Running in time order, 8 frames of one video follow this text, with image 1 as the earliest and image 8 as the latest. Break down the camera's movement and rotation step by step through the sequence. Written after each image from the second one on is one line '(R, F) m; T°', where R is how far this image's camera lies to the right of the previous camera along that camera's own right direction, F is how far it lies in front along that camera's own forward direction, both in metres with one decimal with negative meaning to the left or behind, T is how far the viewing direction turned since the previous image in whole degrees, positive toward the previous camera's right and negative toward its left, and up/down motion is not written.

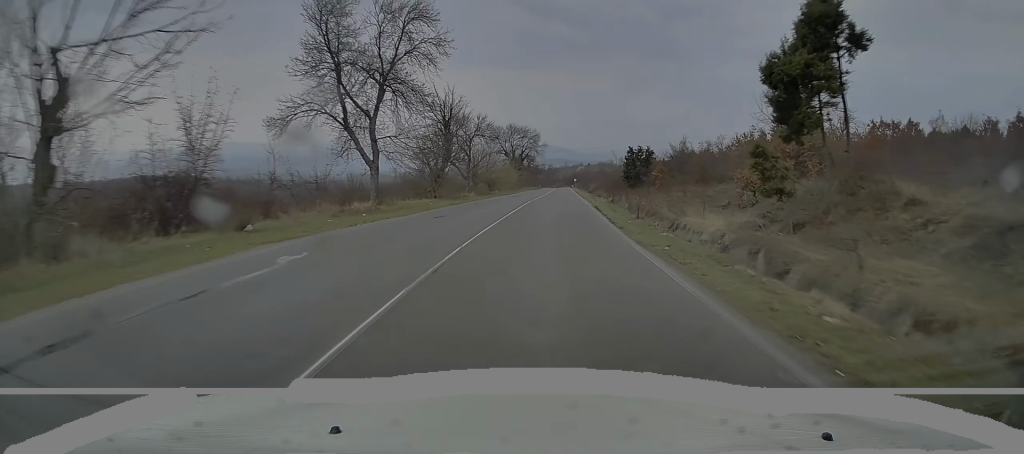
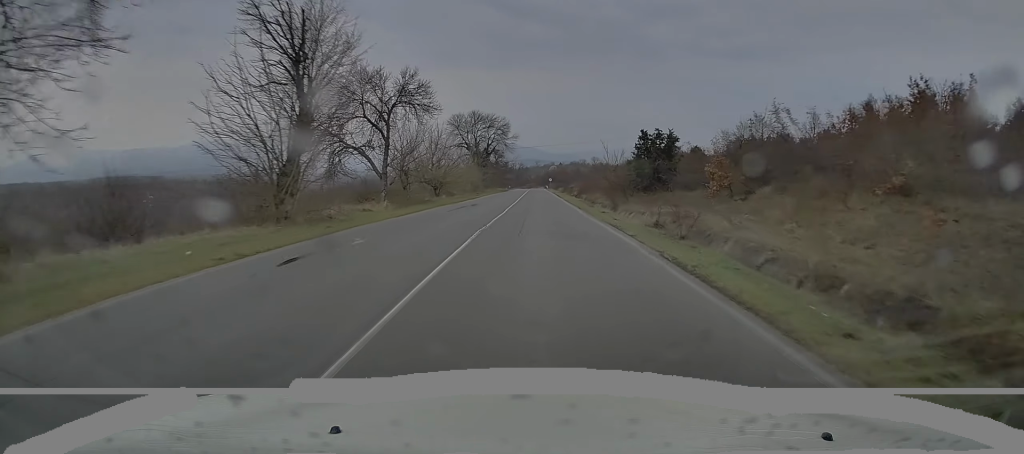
(+0.6, +21.9) m; +2°
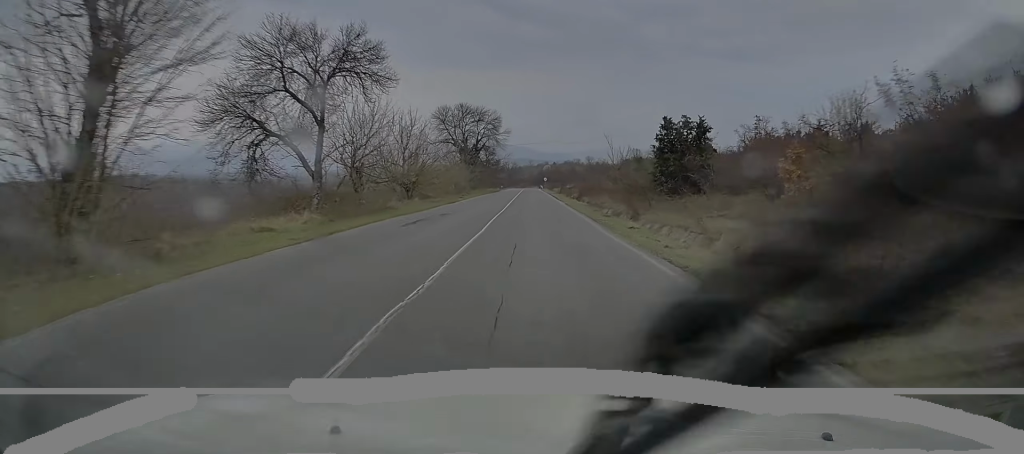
(0.0, +8.9) m; 0°
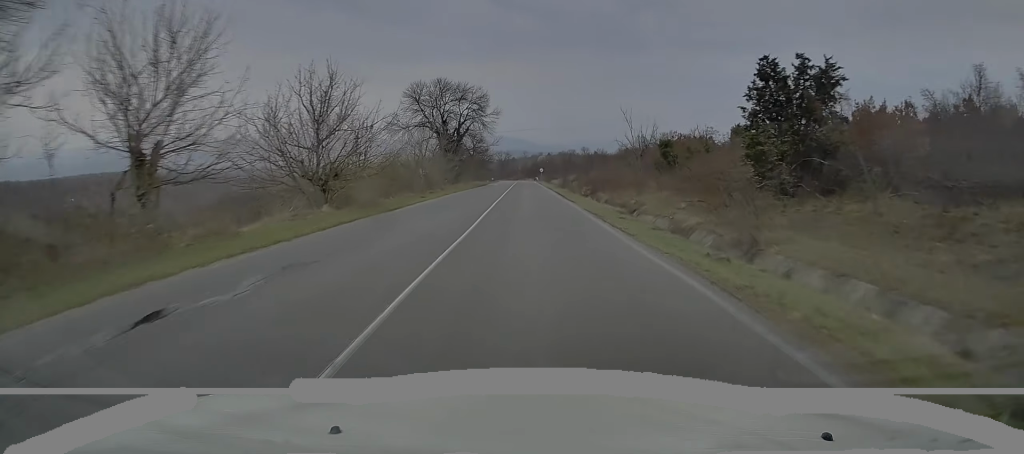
(0.0, +15.9) m; 0°
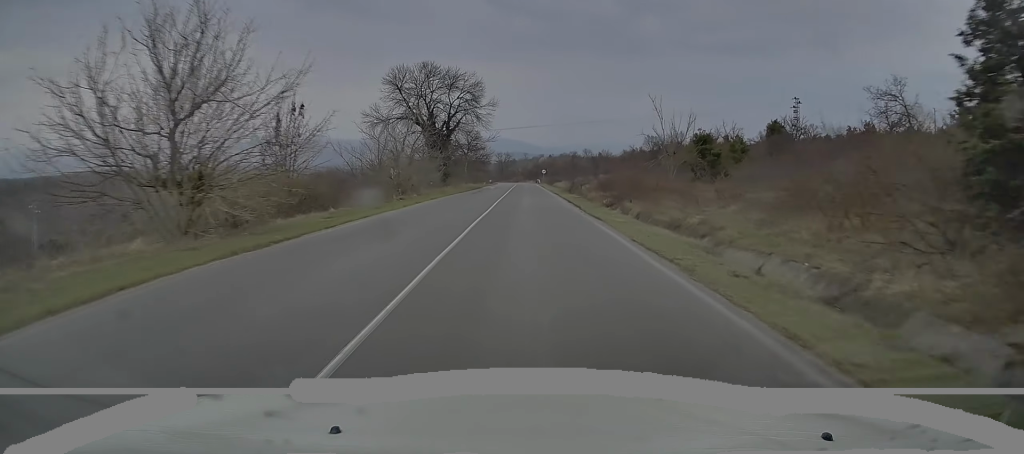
(0.0, +10.9) m; 0°
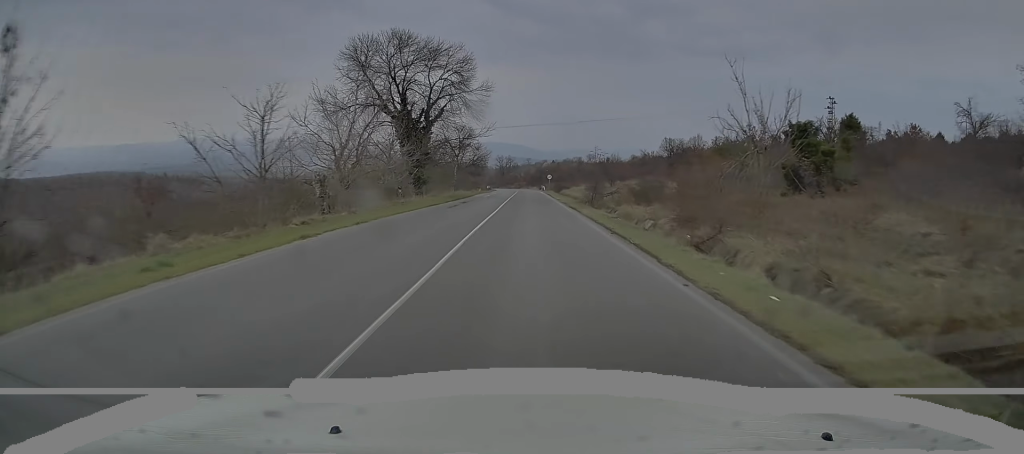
(0.0, +14.6) m; 0°
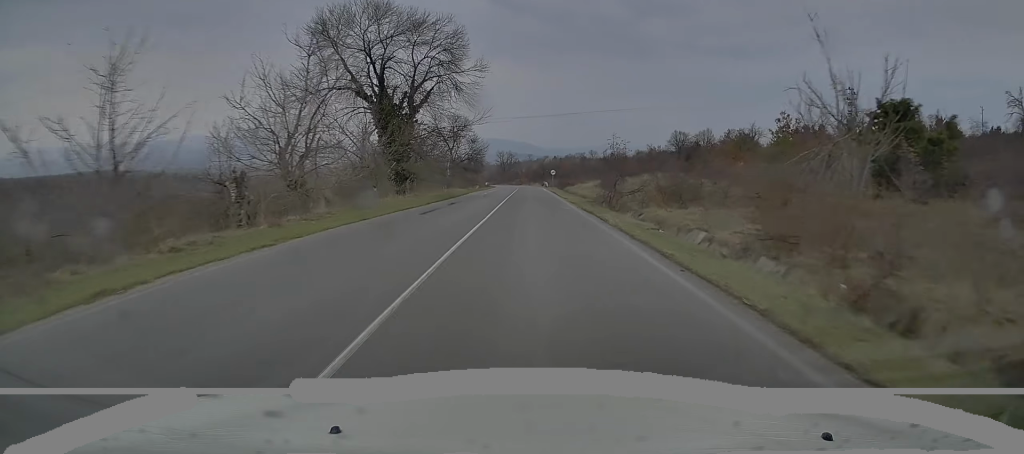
(0.0, +7.2) m; 0°
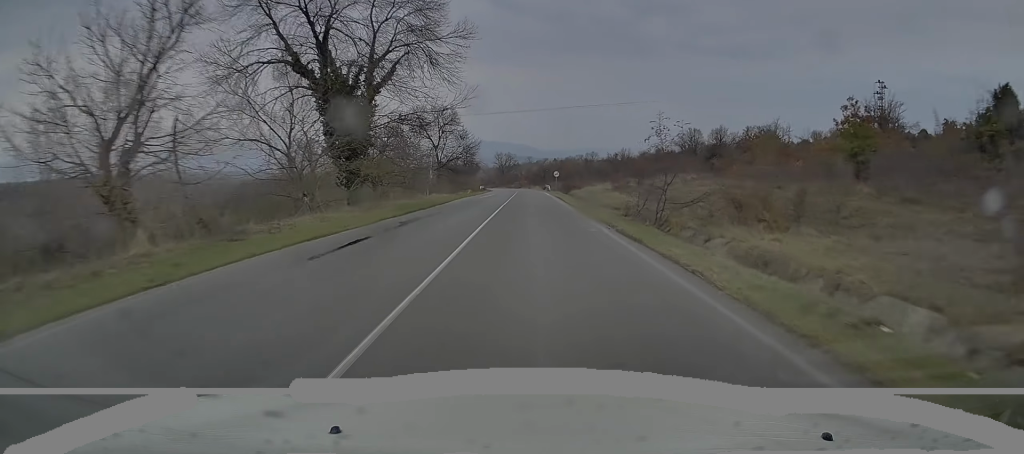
(0.0, +11.1) m; 0°
